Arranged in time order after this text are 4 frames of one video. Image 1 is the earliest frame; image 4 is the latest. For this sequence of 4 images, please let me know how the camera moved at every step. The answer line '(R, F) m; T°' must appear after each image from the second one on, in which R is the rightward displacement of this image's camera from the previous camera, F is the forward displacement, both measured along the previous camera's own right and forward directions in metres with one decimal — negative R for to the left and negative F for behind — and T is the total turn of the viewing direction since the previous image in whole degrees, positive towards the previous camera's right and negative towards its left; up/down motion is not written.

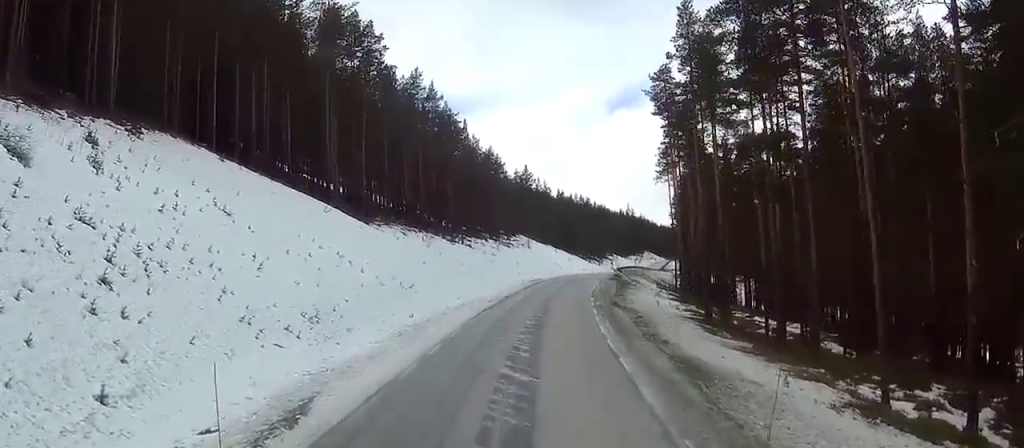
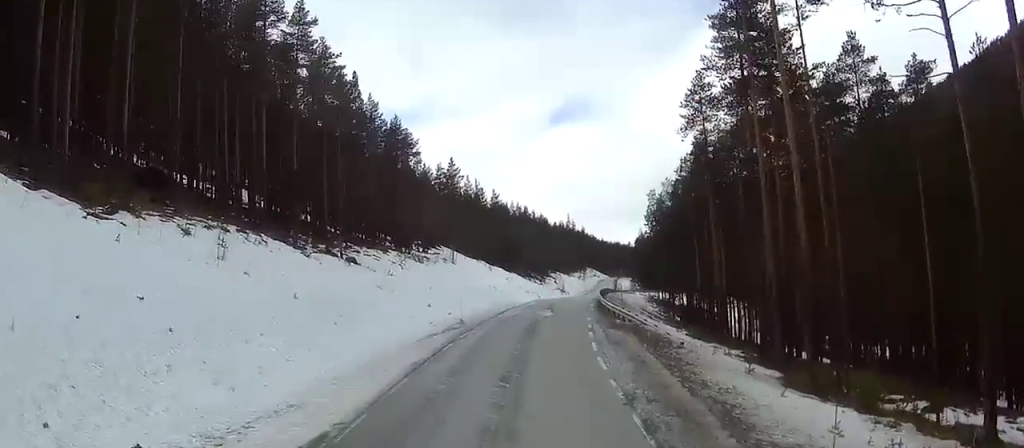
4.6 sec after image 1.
(+0.7, +54.4) m; +3°
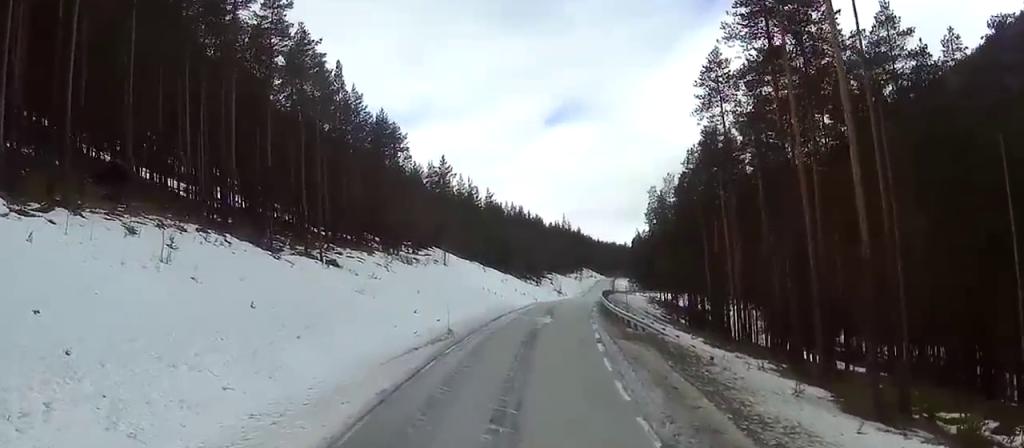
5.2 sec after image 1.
(0.0, +7.0) m; +1°
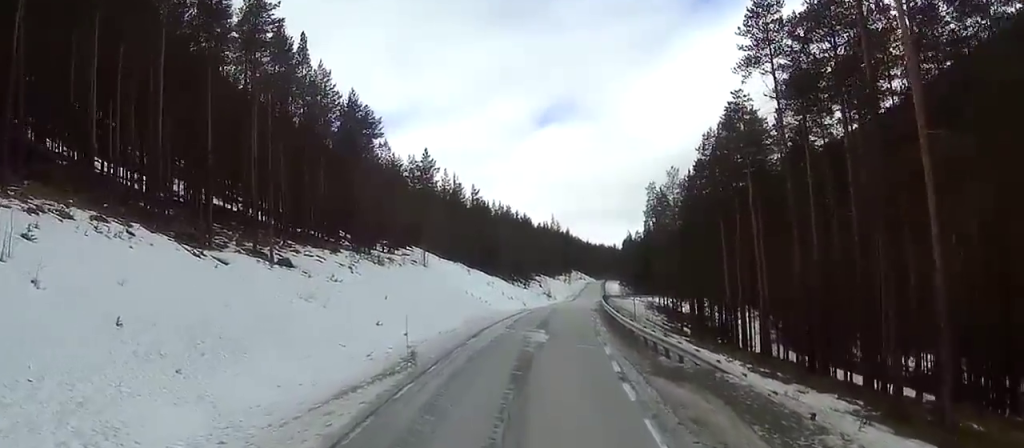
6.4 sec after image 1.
(+0.1, +12.8) m; +1°
